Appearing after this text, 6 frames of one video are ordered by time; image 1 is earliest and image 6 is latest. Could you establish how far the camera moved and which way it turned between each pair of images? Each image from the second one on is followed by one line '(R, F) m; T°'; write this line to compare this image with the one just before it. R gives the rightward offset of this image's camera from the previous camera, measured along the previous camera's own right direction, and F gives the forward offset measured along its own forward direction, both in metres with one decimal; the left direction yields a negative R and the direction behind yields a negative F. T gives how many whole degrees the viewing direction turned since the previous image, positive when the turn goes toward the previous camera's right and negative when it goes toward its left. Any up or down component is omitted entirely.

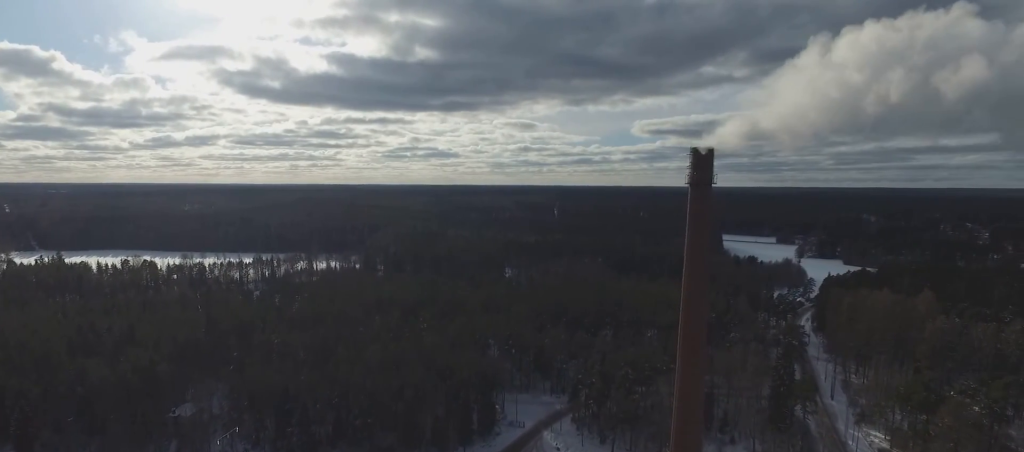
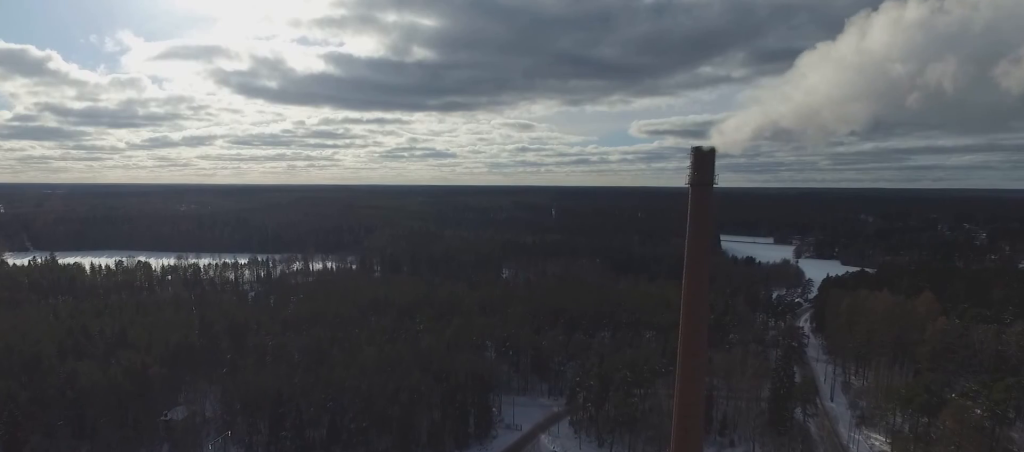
(0.0, +2.6) m; 0°
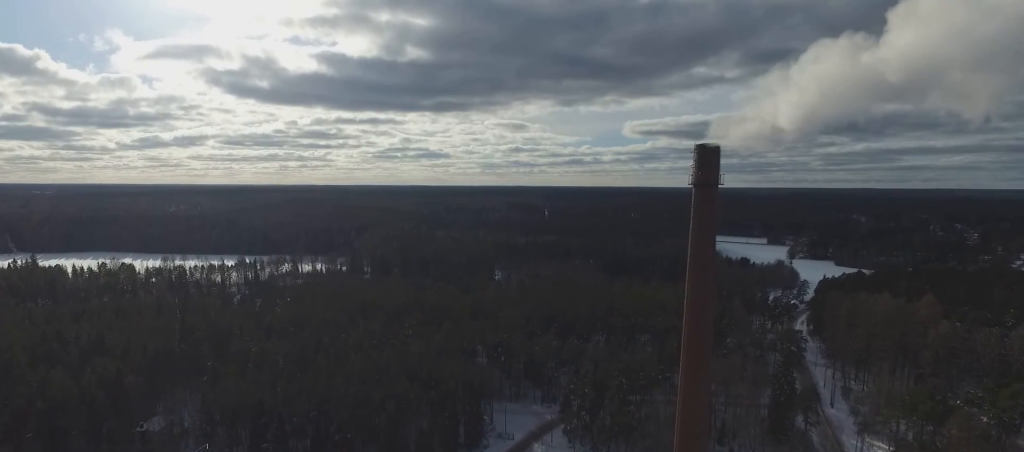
(0.0, +6.9) m; -1°
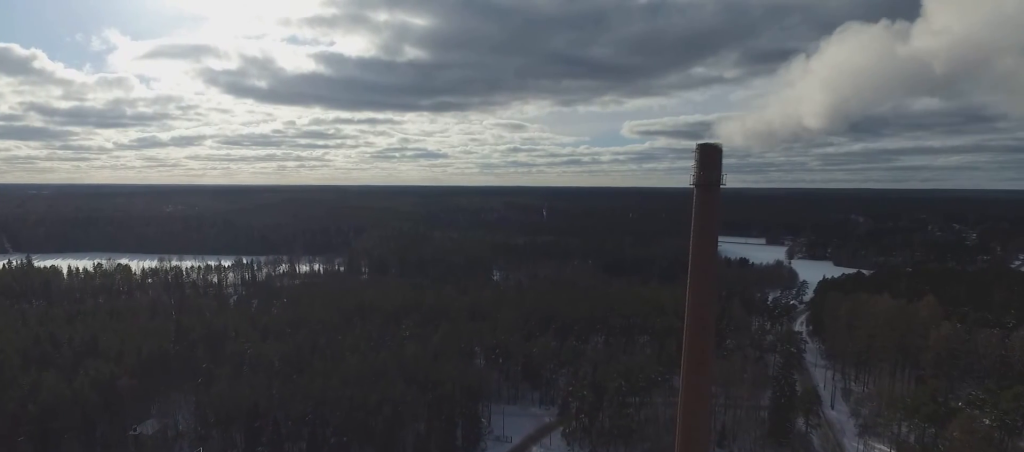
(0.0, +1.8) m; 0°
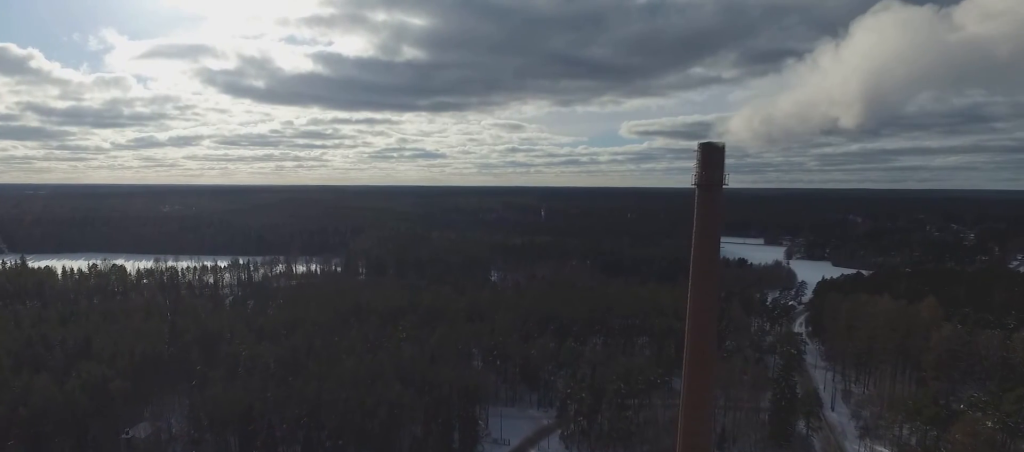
(0.0, +2.0) m; 0°
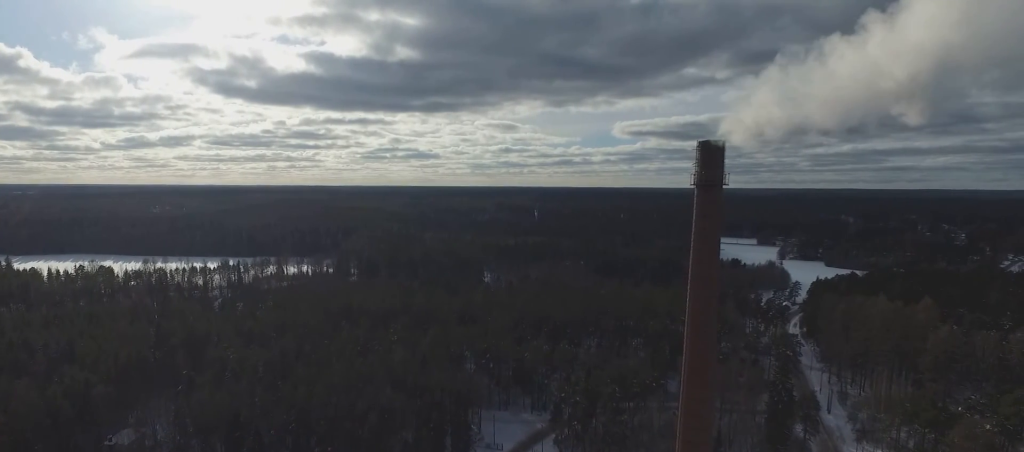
(0.0, +3.2) m; -1°
